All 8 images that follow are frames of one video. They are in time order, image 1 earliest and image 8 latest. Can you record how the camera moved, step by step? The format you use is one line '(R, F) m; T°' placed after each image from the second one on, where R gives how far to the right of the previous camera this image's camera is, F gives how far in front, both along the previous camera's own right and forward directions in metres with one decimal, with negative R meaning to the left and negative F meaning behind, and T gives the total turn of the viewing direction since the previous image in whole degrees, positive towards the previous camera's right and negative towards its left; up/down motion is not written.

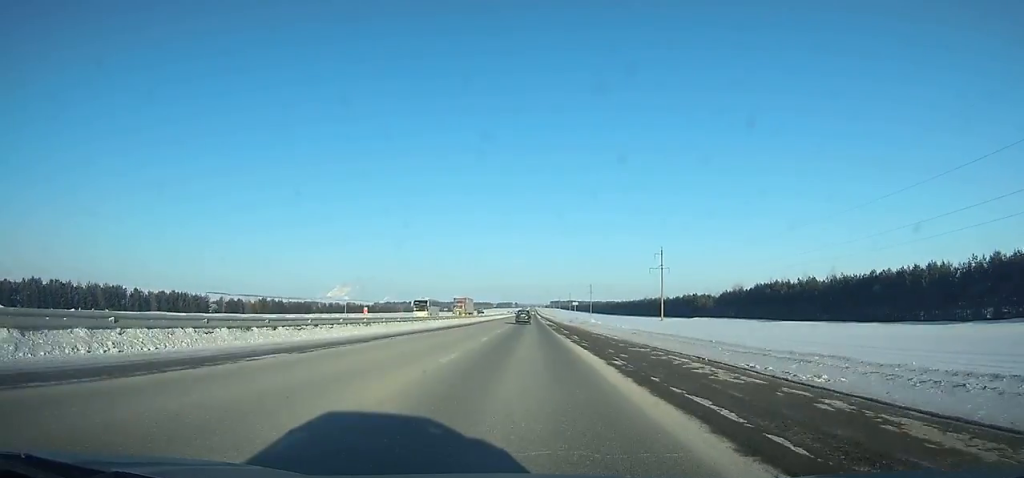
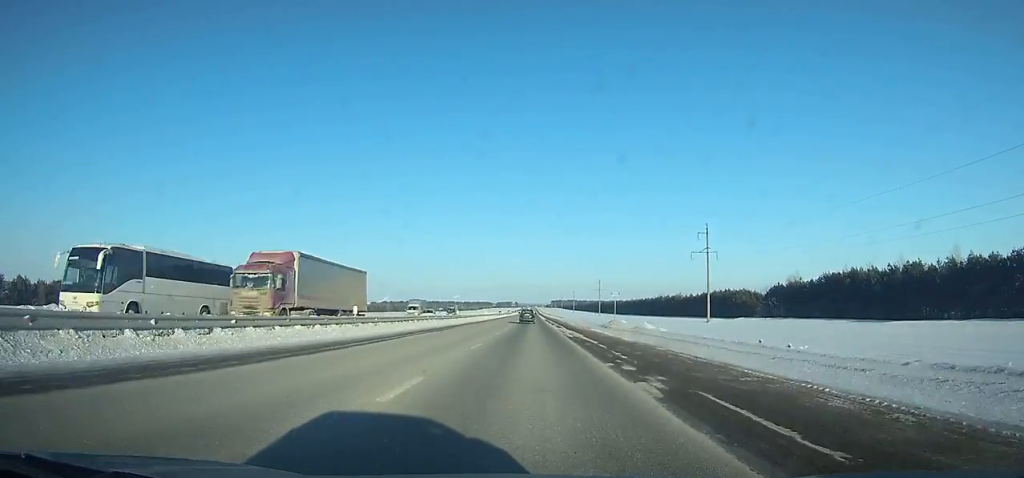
(0.0, +43.3) m; 0°
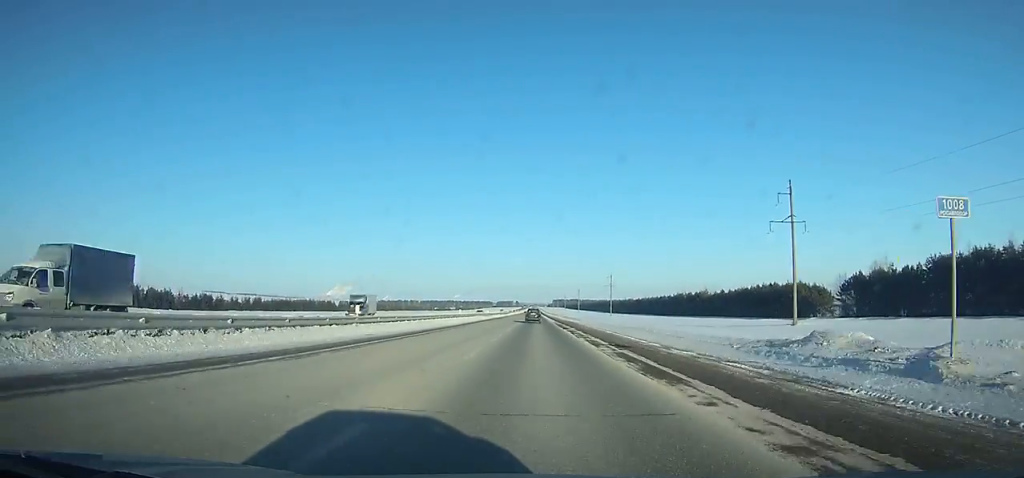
(-0.1, +40.8) m; 0°
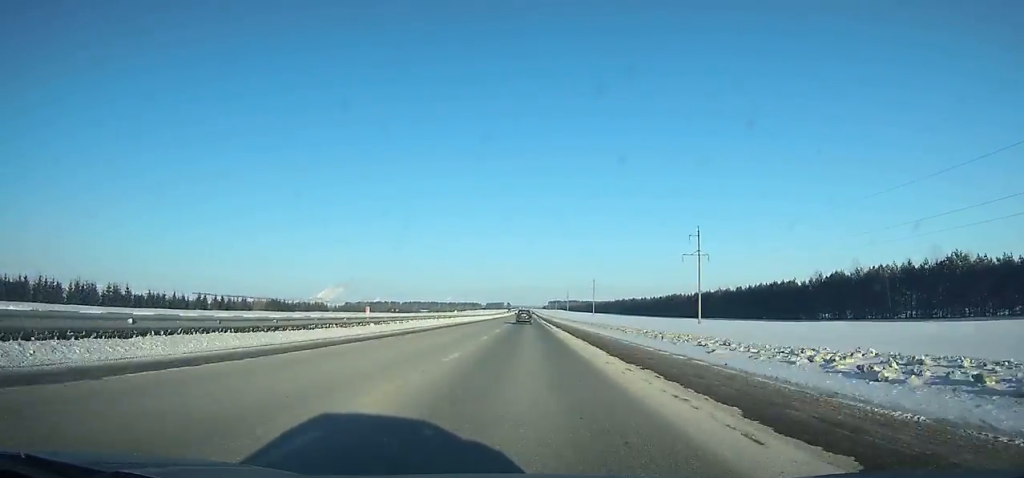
(+0.5, +155.6) m; 0°
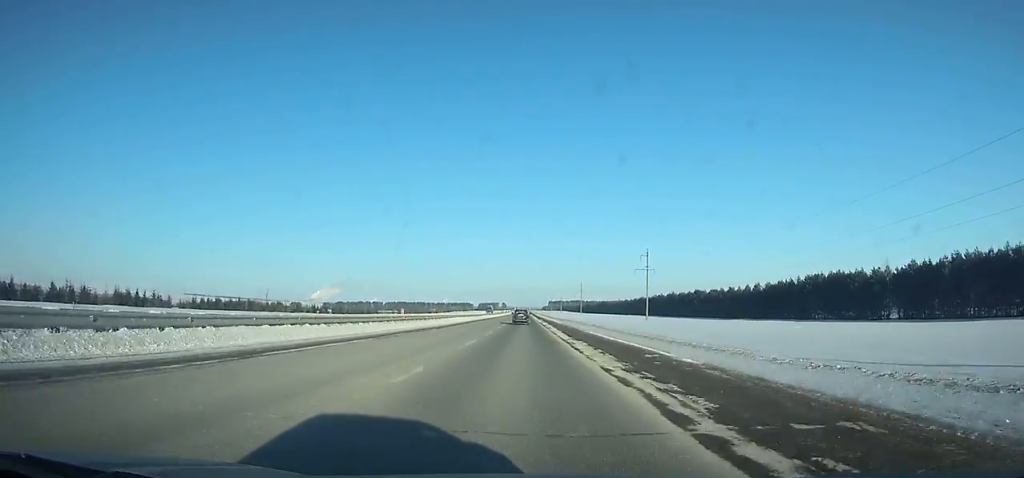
(-0.1, +148.2) m; 0°
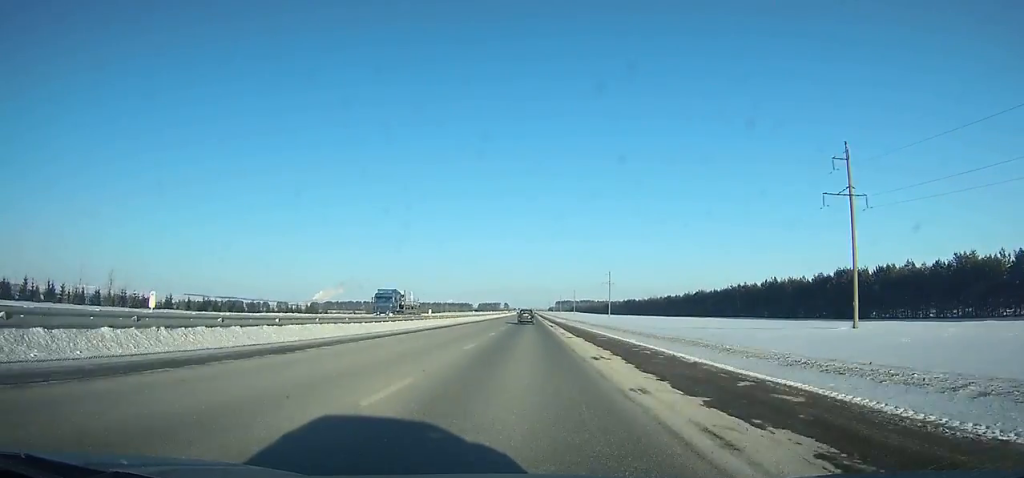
(-0.2, +109.4) m; 0°
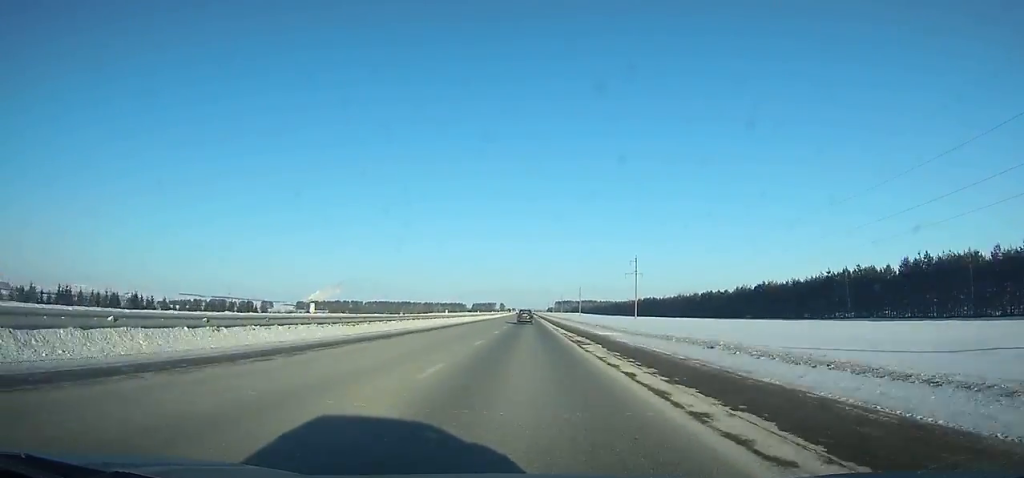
(0.0, +67.9) m; 0°
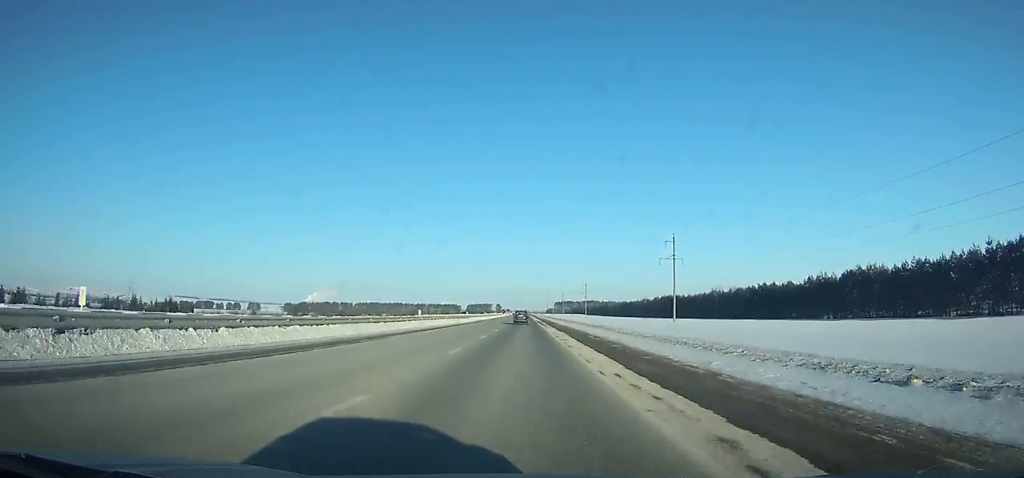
(+0.1, +54.2) m; 0°
